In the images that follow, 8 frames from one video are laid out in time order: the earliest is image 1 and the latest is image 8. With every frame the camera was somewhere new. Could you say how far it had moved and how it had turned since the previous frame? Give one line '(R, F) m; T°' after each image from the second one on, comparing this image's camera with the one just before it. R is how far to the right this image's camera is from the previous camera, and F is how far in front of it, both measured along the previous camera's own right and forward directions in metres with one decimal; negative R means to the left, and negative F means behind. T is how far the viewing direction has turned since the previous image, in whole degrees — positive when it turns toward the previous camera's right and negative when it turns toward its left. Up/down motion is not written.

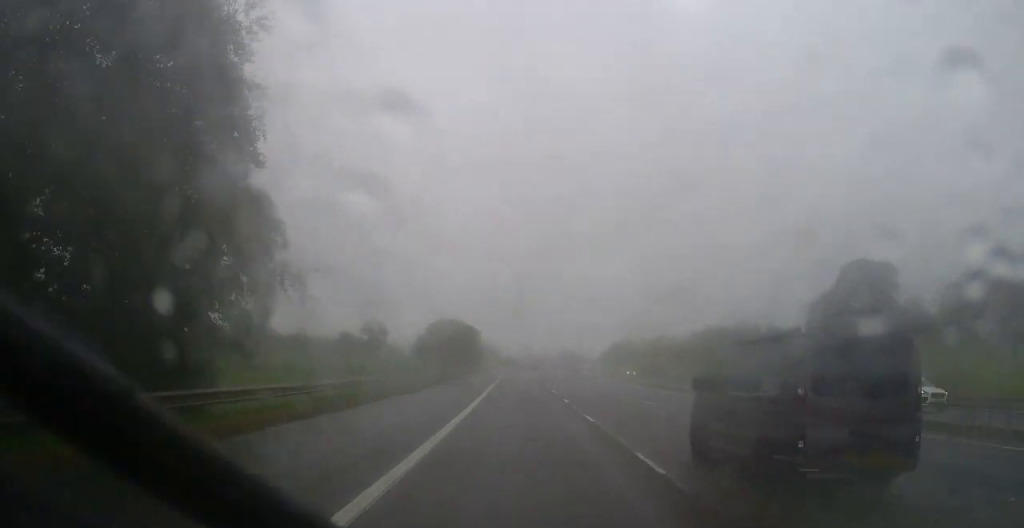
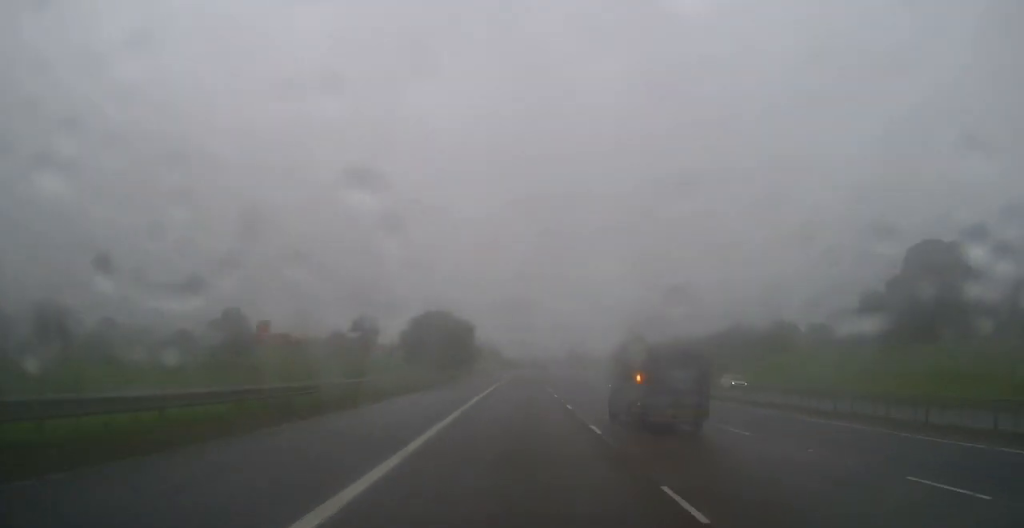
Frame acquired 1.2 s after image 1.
(-0.1, +29.7) m; -1°
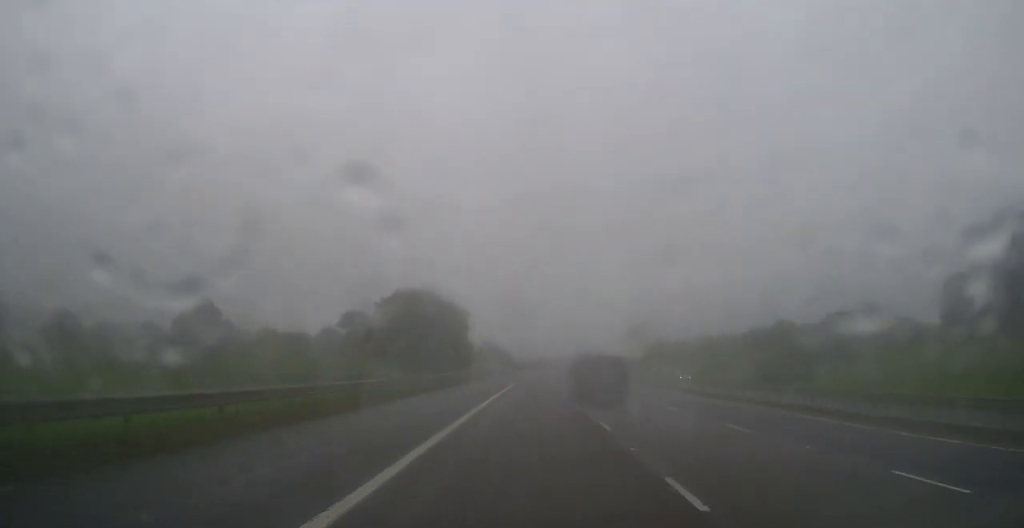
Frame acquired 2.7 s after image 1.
(-0.2, +34.5) m; 0°
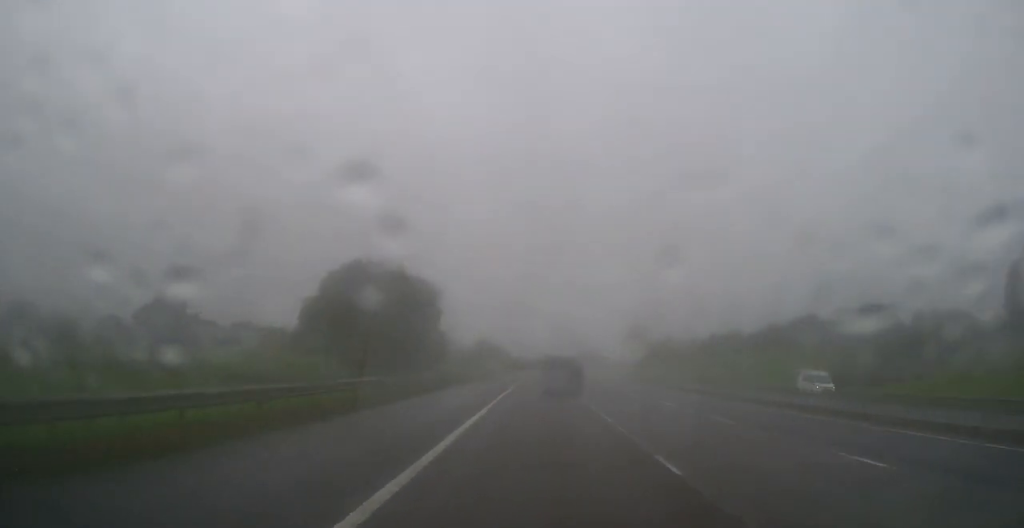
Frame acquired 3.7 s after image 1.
(+0.1, +24.2) m; 0°
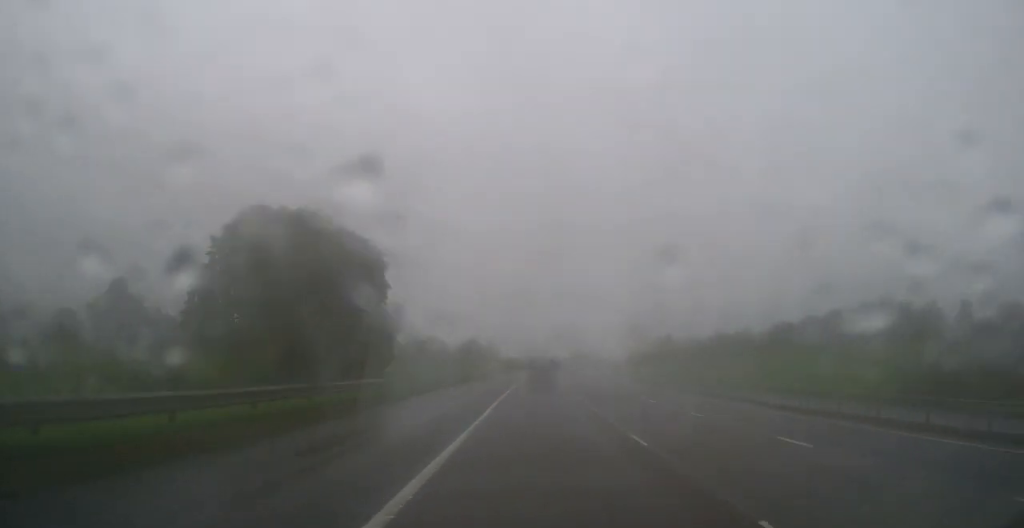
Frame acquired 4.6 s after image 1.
(-0.1, +22.6) m; 0°
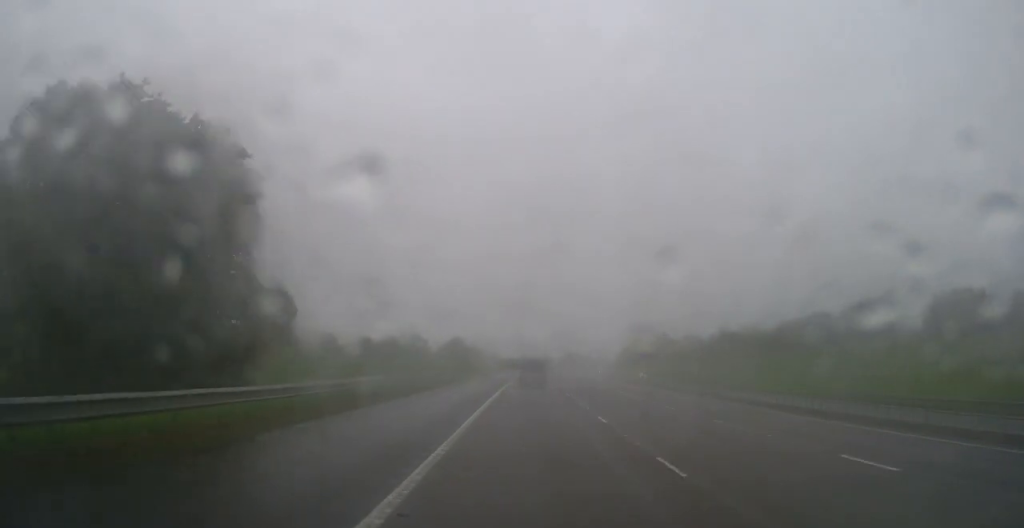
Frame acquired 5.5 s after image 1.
(+0.2, +21.8) m; 0°
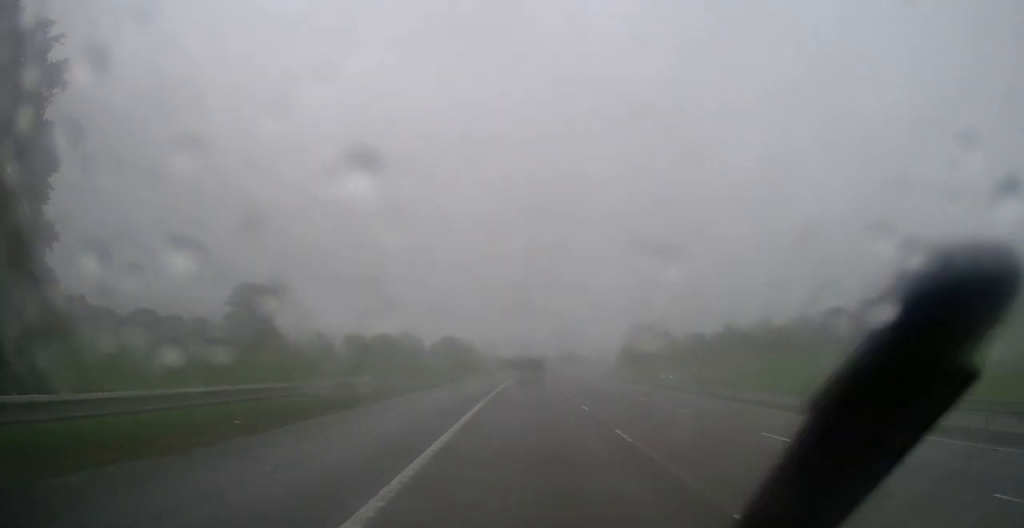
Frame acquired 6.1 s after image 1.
(0.0, +13.7) m; 0°
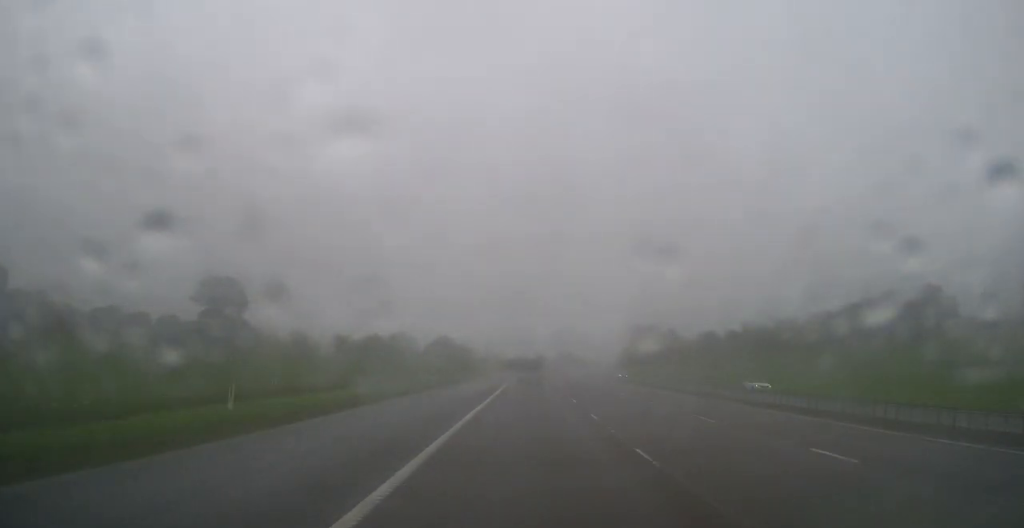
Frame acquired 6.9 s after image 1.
(+0.1, +20.9) m; +1°
